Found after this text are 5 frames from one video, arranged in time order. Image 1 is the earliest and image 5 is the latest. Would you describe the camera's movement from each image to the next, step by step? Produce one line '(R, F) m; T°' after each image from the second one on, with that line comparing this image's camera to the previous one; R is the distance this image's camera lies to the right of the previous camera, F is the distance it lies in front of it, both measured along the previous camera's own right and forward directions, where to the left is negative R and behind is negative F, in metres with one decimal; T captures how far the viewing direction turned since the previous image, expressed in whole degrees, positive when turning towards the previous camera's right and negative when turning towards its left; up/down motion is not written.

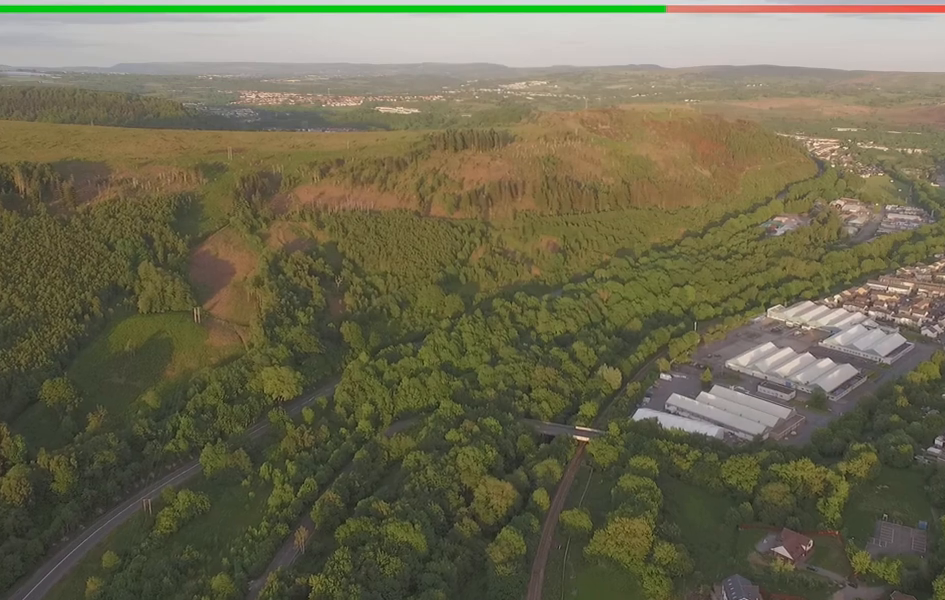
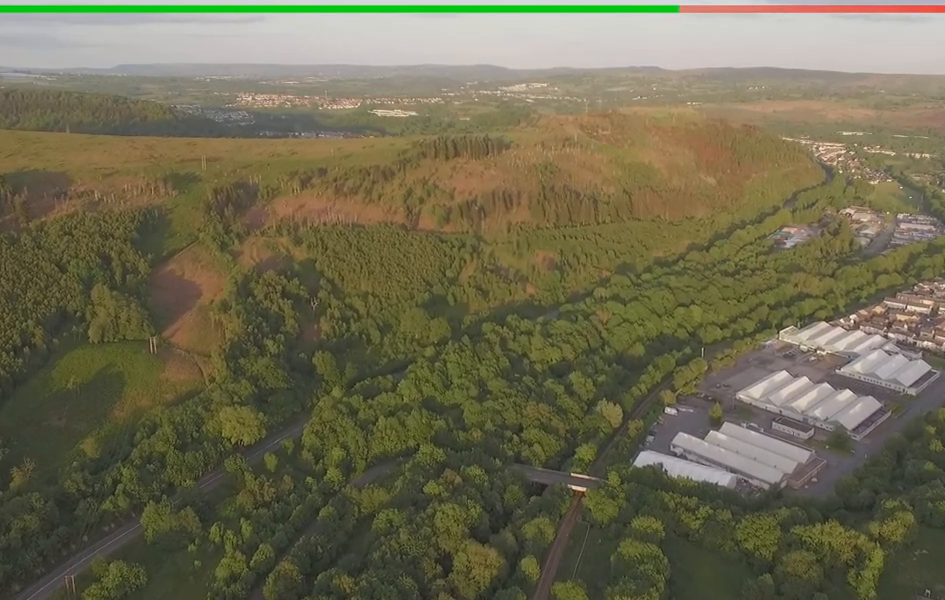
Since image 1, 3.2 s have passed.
(+0.3, +48.4) m; 0°
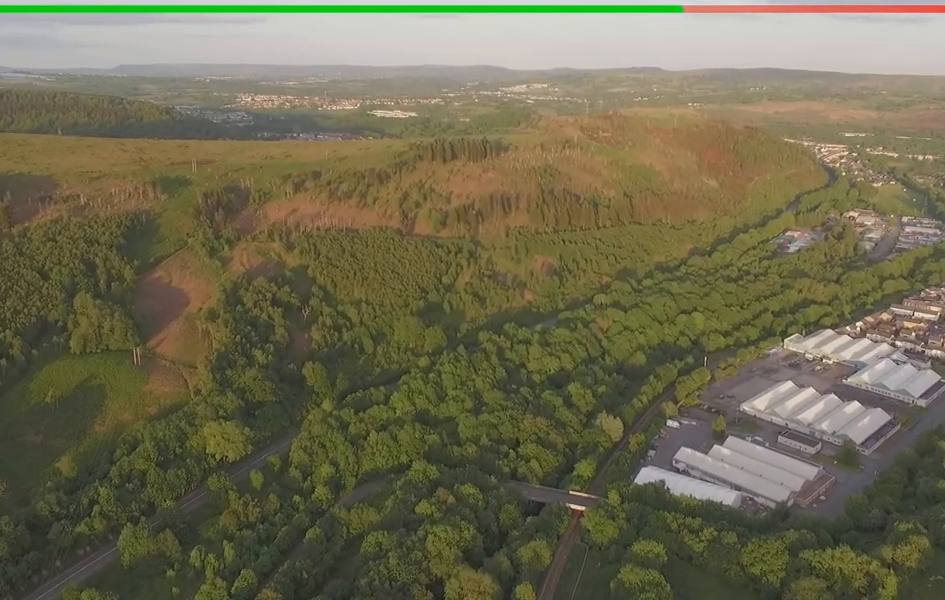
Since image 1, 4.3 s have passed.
(-0.1, +17.6) m; 0°
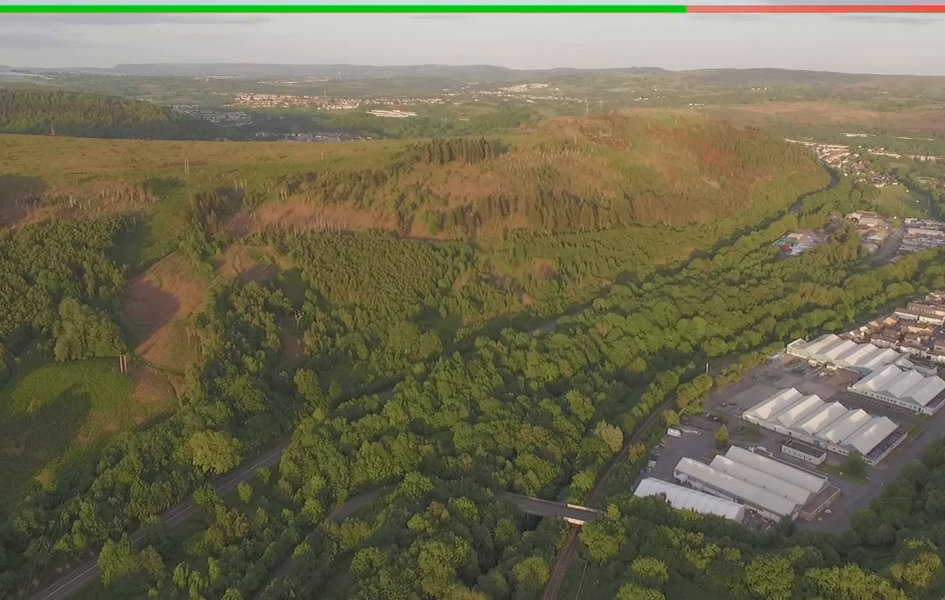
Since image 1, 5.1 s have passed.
(0.0, +12.0) m; 0°
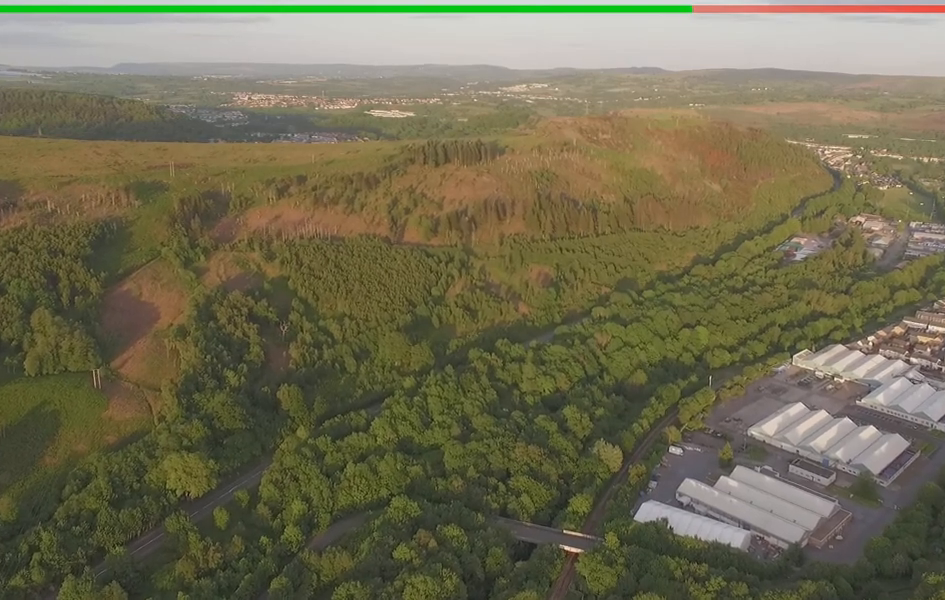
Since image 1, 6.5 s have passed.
(+0.1, +21.4) m; +1°
